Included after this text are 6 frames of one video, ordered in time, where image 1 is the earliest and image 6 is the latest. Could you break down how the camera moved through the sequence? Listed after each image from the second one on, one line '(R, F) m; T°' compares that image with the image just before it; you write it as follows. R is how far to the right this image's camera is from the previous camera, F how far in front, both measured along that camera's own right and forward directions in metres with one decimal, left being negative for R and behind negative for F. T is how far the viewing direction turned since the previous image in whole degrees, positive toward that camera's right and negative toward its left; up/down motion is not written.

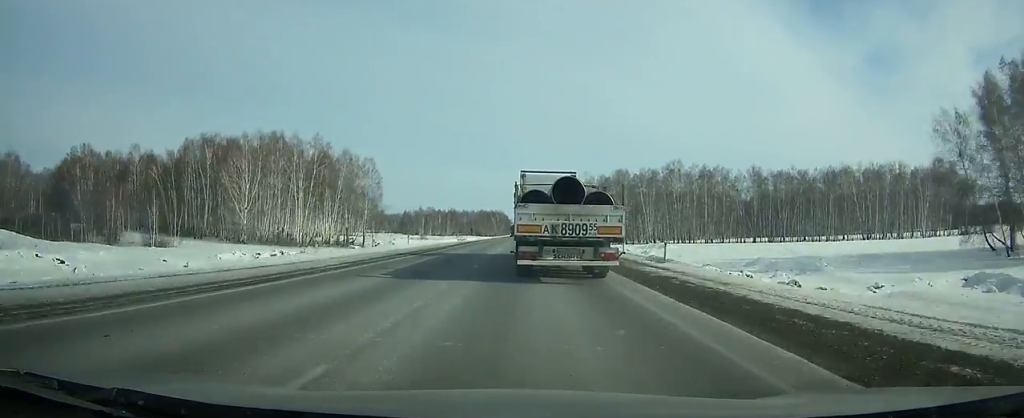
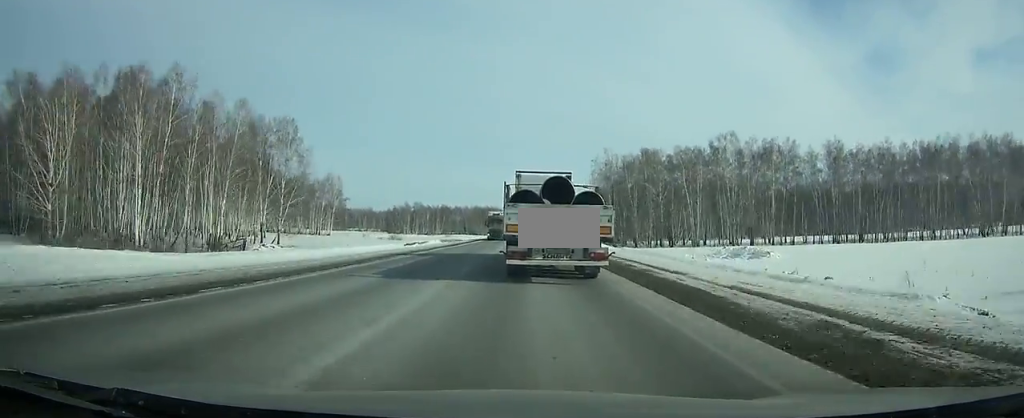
(+0.1, +47.5) m; 0°
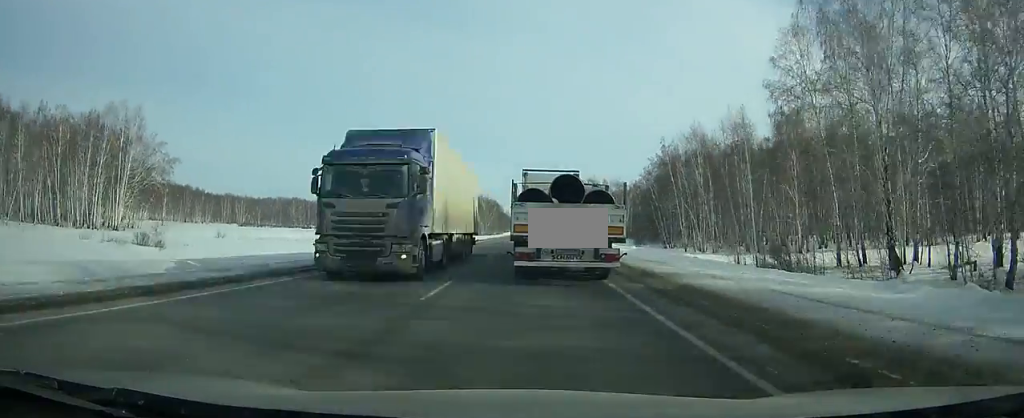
(+0.1, +121.0) m; 0°
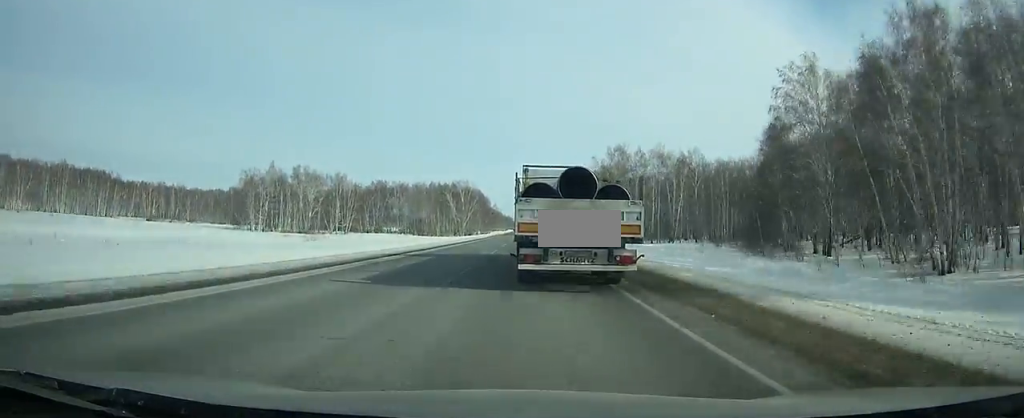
(+0.3, +75.9) m; 0°
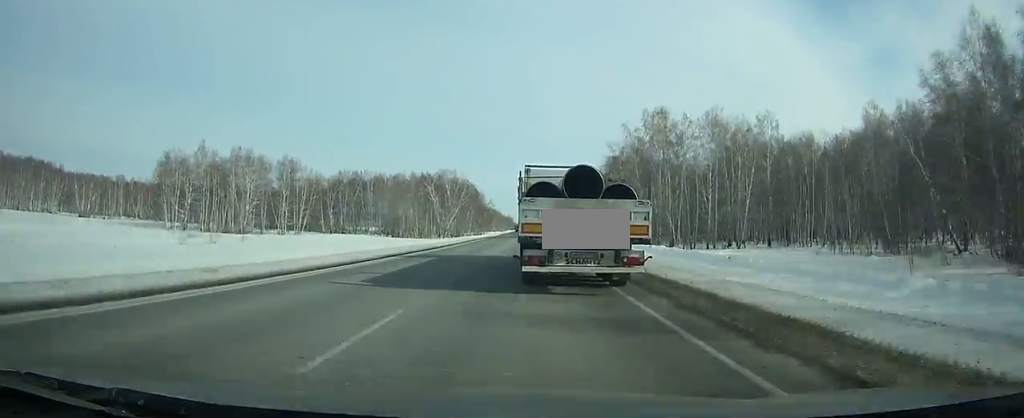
(0.0, +41.0) m; 0°
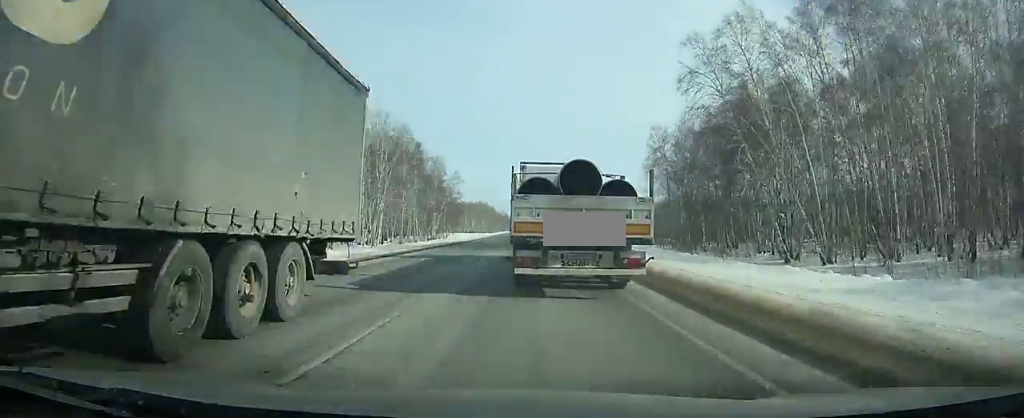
(-0.5, +128.6) m; -1°
